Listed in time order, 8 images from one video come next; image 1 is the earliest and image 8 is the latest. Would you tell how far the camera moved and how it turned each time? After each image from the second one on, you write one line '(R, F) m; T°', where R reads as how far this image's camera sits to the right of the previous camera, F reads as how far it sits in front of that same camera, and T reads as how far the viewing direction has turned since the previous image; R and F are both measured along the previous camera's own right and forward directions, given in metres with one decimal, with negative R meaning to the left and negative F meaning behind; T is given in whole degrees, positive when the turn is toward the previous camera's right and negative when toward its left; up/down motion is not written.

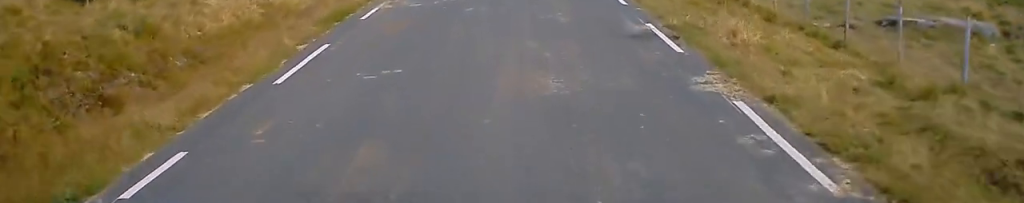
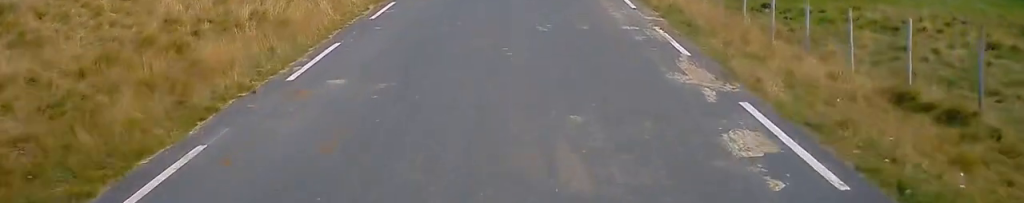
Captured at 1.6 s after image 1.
(-0.2, +17.6) m; -1°
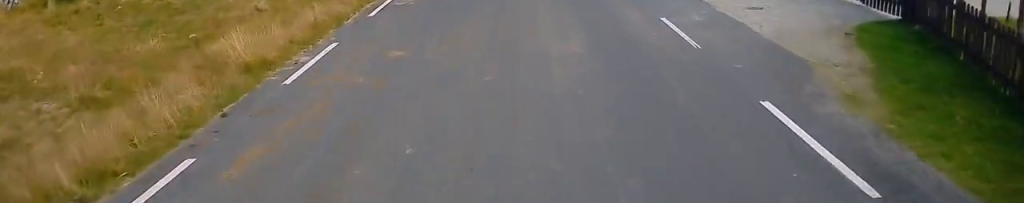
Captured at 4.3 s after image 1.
(+1.2, +30.3) m; +3°
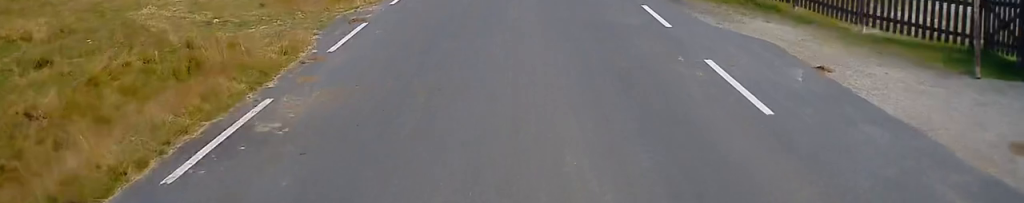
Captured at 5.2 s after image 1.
(-0.5, +9.7) m; -2°
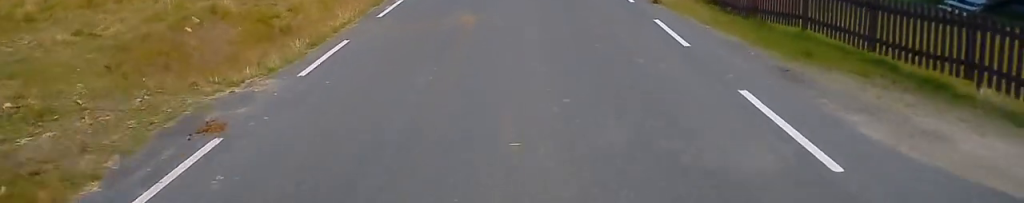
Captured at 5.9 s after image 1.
(0.0, +7.8) m; +1°
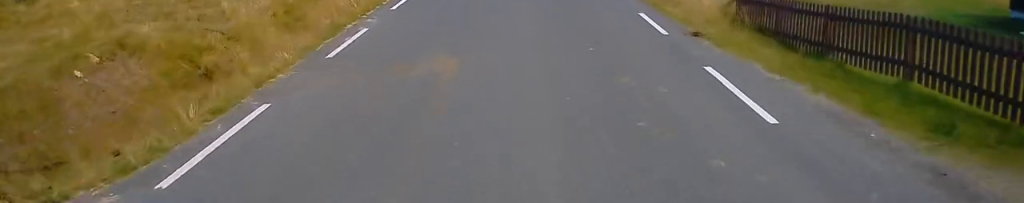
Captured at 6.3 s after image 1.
(-0.1, +4.4) m; +1°
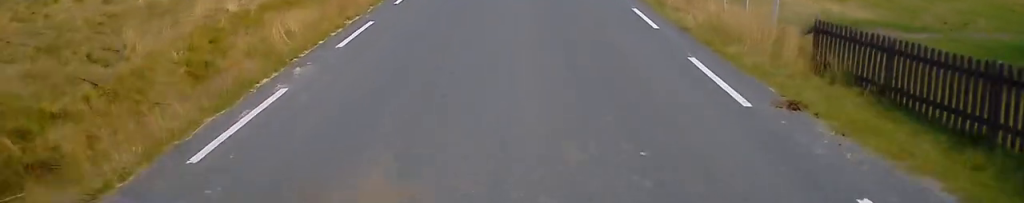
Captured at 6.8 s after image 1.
(+0.2, +5.2) m; 0°
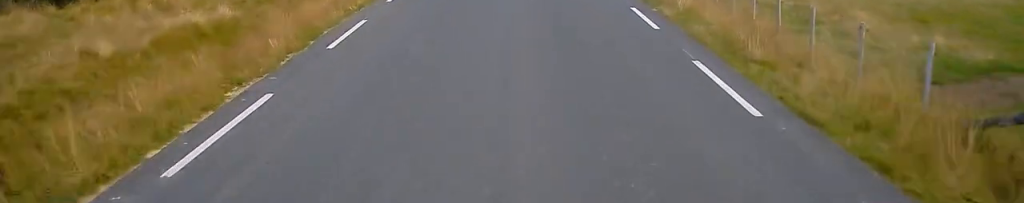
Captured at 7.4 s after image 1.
(+0.2, +6.5) m; 0°
